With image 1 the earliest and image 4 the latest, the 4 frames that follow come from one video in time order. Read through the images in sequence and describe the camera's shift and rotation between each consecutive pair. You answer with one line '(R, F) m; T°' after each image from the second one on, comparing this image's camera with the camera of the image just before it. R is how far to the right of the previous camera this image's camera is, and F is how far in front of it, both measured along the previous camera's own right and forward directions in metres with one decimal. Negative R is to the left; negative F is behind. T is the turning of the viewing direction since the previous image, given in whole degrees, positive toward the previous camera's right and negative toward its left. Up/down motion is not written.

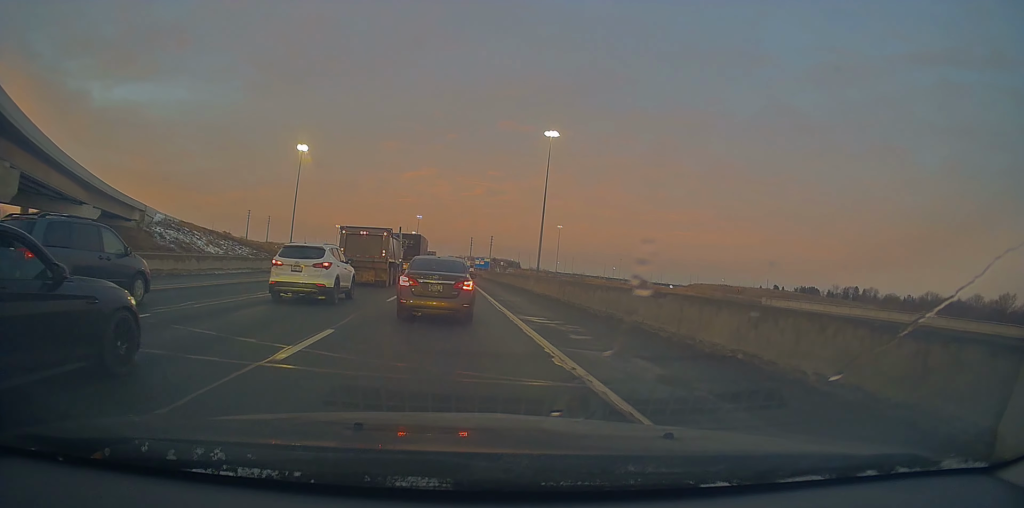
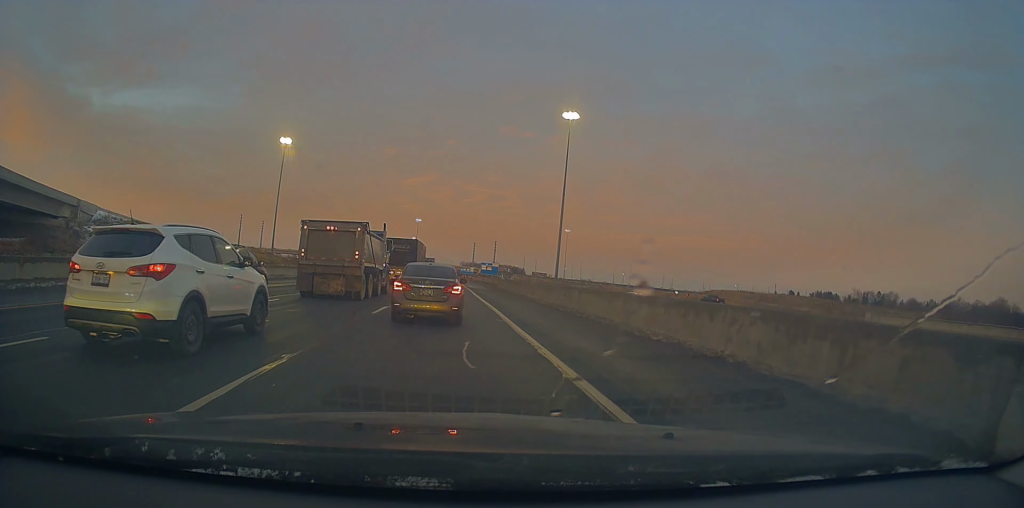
(-1.4, +25.8) m; -3°
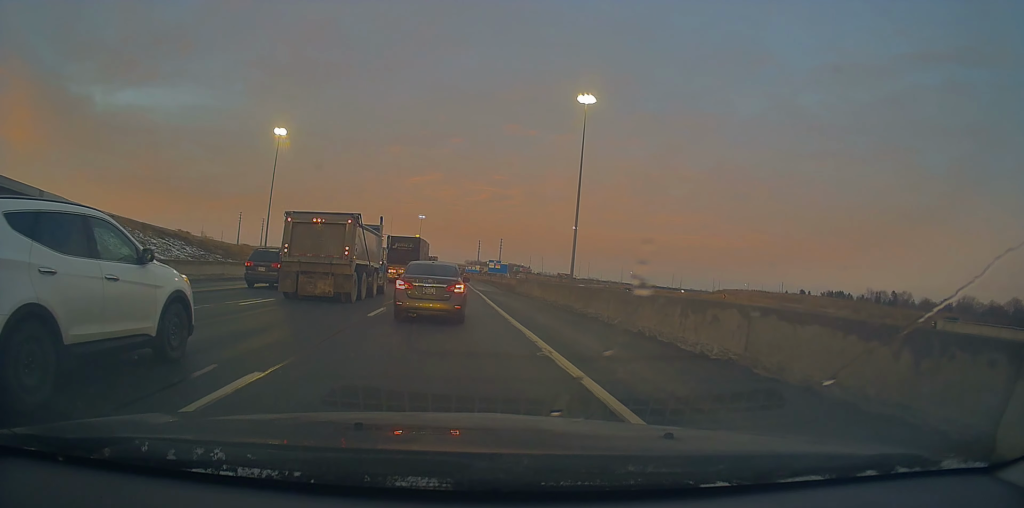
(+0.1, +12.9) m; 0°
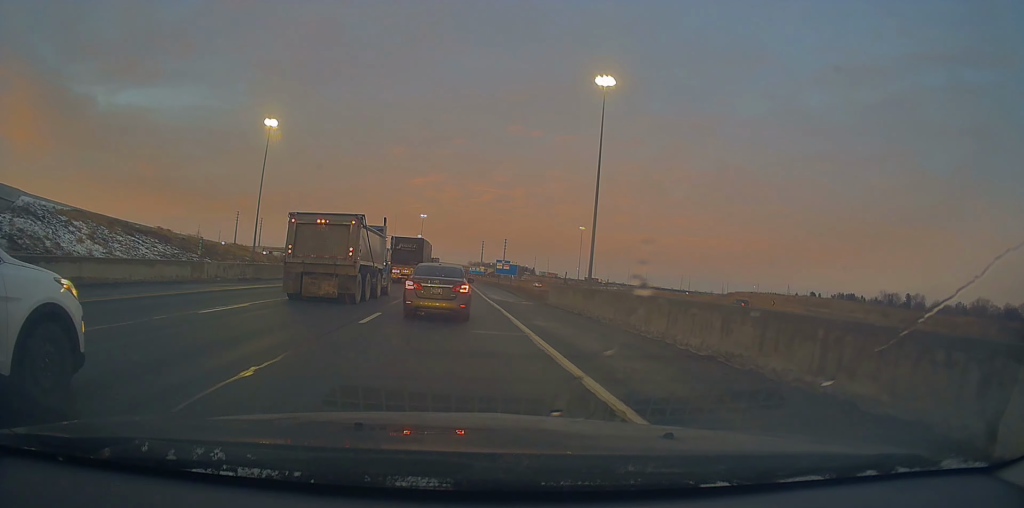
(-0.6, +15.0) m; -2°
